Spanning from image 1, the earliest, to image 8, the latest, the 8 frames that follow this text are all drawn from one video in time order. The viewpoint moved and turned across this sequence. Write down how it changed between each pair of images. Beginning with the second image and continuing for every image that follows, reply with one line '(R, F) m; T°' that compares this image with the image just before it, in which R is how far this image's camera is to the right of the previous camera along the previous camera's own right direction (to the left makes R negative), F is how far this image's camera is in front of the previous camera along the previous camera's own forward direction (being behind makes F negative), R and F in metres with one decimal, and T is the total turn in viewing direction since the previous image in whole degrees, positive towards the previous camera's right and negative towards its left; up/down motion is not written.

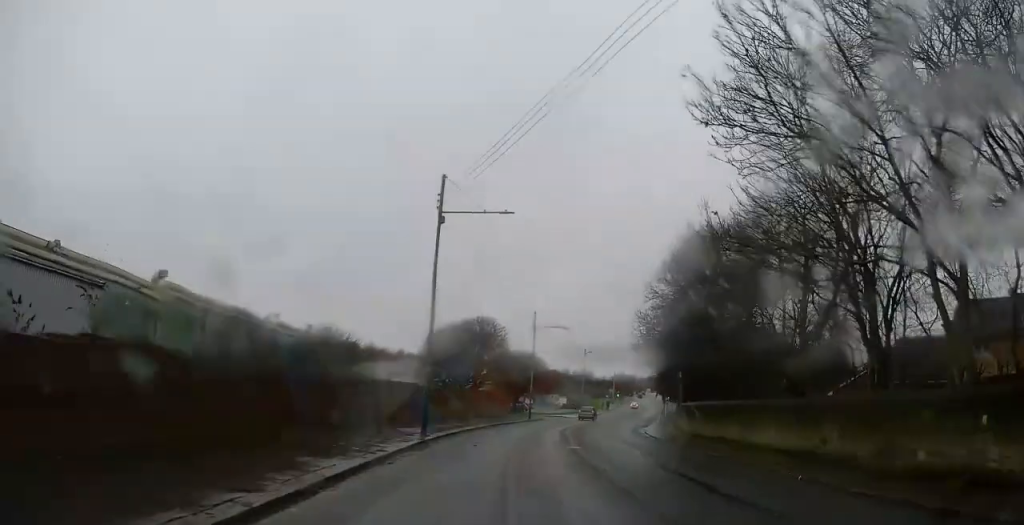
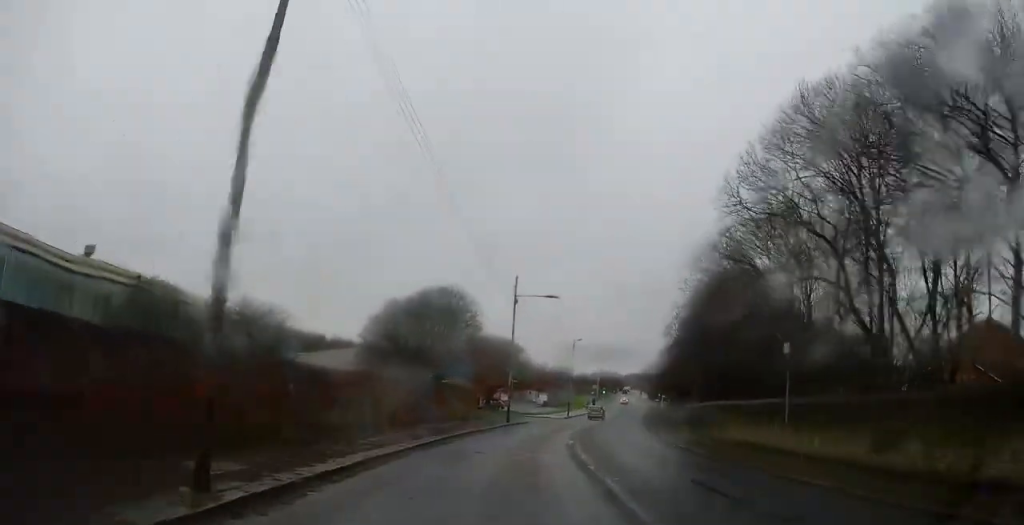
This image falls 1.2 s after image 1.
(+0.3, +15.4) m; +2°
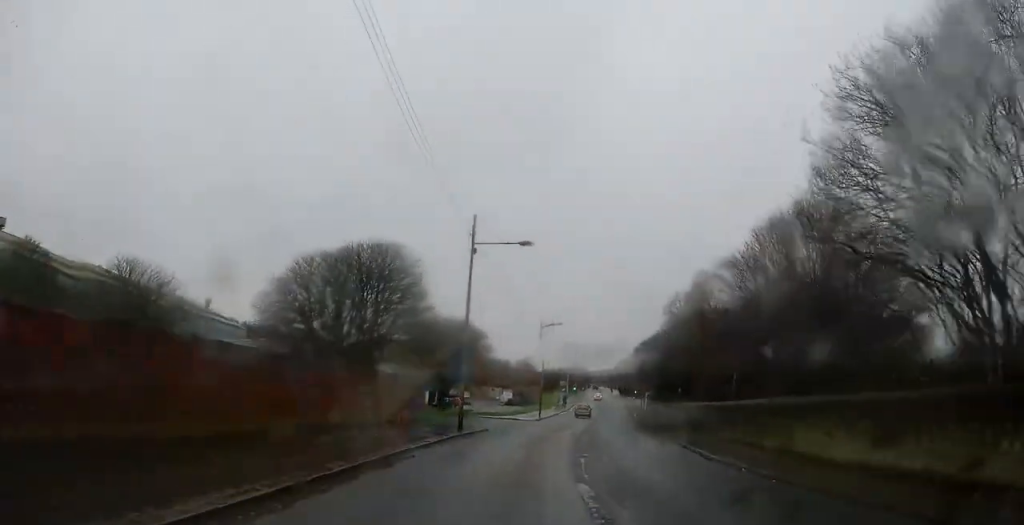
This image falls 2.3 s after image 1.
(+0.2, +13.9) m; +2°
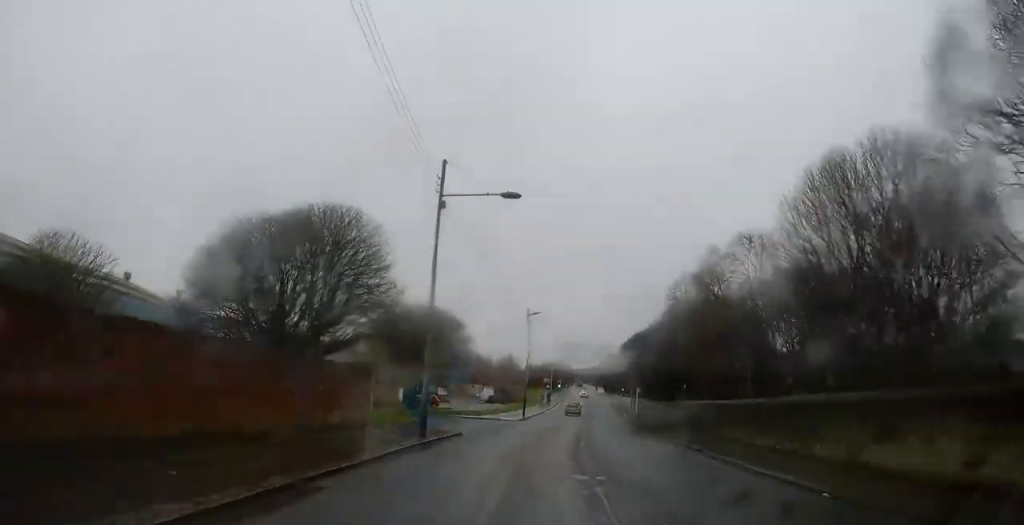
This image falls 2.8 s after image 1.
(+0.1, +6.5) m; +2°
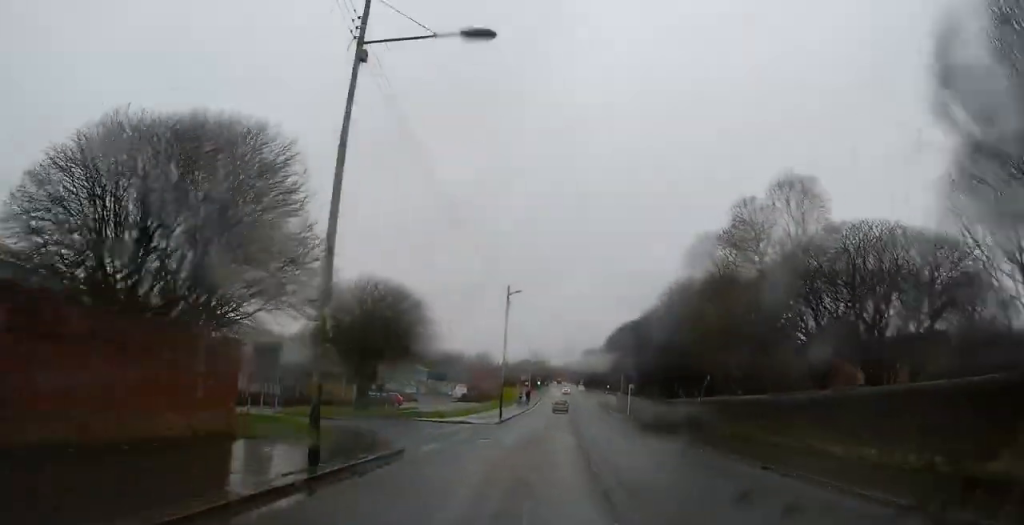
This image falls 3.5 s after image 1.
(+0.2, +9.9) m; +4°
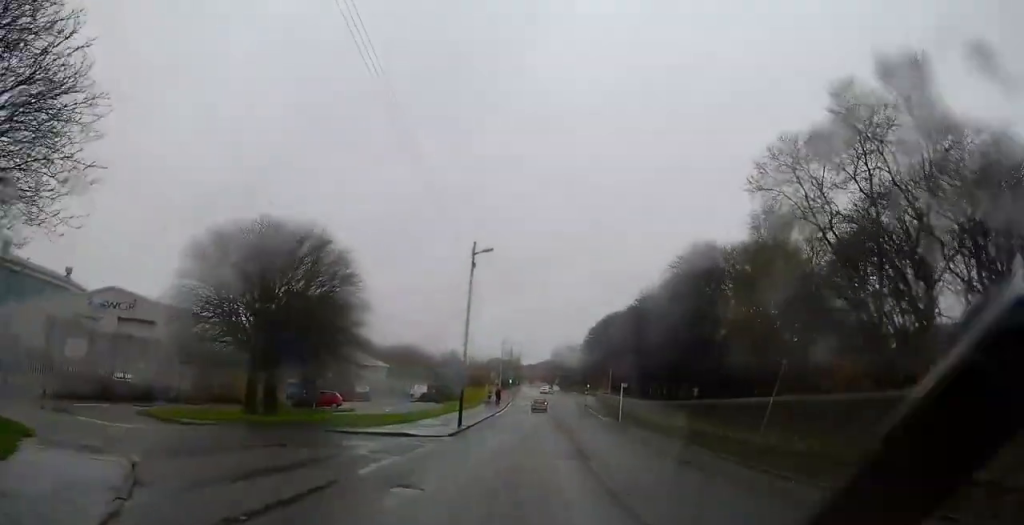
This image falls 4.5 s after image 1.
(+0.8, +12.6) m; +4°
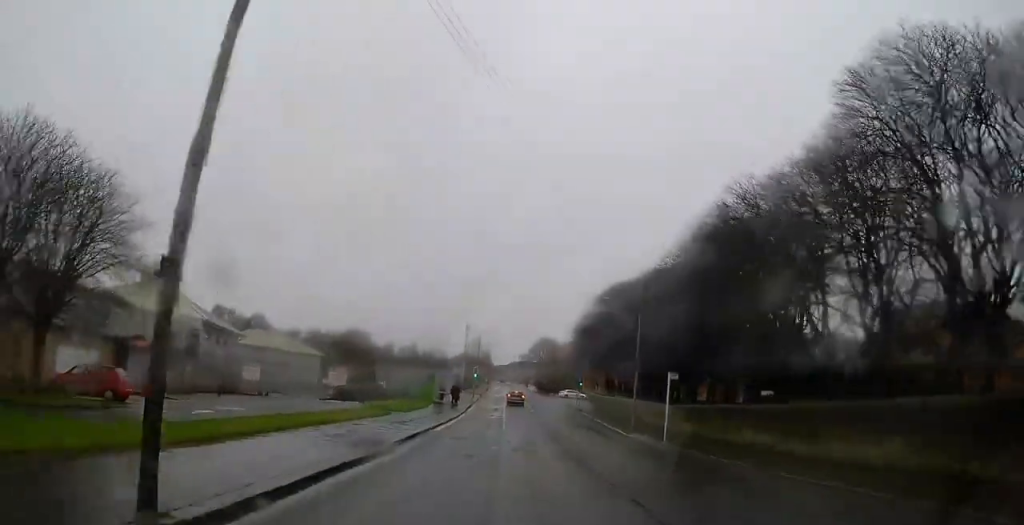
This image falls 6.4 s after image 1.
(+0.9, +25.7) m; +2°
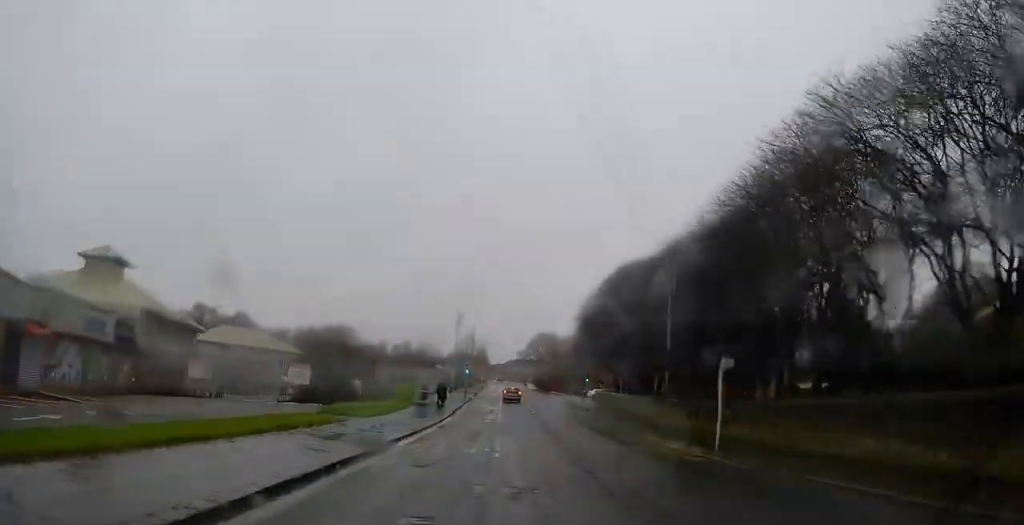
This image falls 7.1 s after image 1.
(-0.2, +8.7) m; -2°
